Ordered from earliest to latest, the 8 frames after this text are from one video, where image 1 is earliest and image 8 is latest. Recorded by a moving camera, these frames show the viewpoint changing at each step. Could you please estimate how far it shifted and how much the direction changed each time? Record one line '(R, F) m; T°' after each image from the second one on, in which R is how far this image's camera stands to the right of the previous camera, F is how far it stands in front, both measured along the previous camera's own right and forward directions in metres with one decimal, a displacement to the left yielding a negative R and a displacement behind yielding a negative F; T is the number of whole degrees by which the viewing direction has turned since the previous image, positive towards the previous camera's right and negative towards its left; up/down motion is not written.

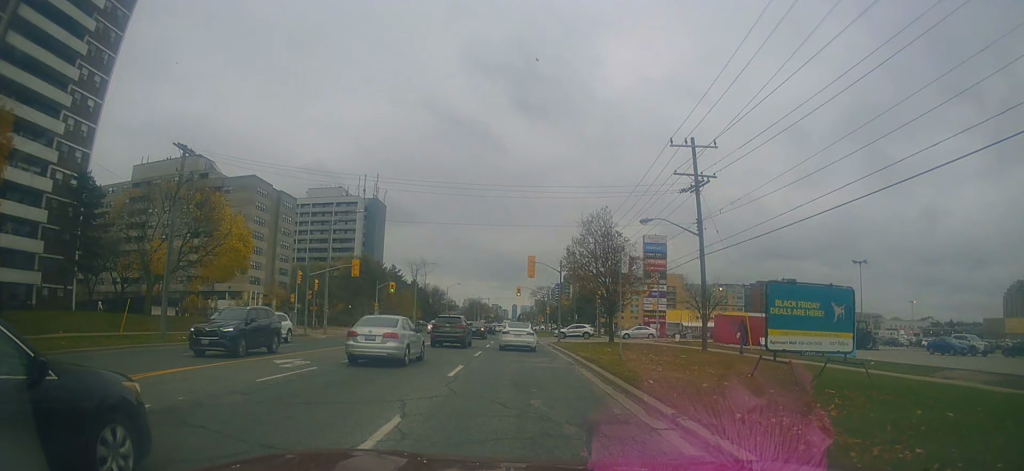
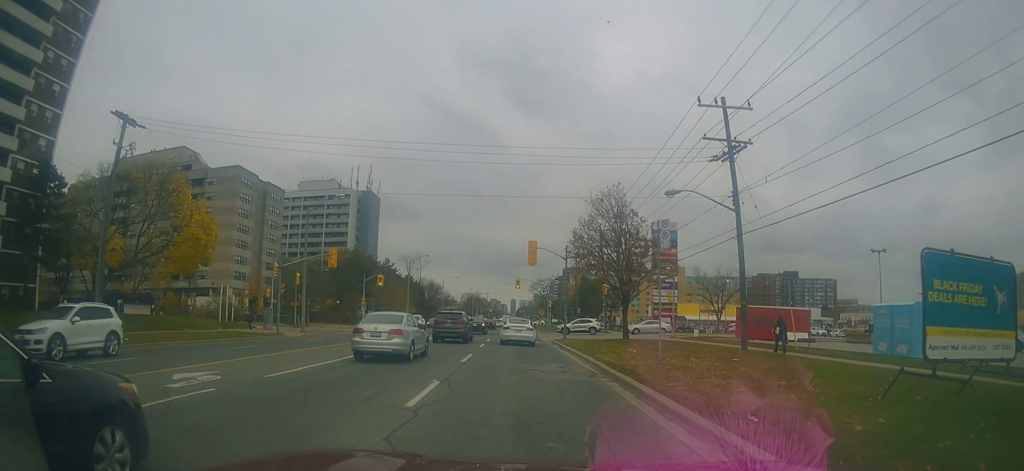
(+0.5, +5.3) m; +1°
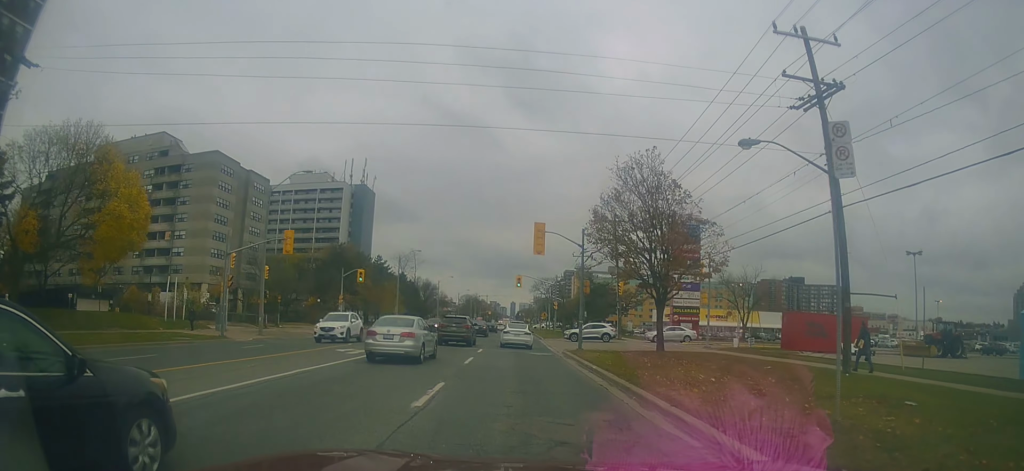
(-0.2, +8.2) m; -2°
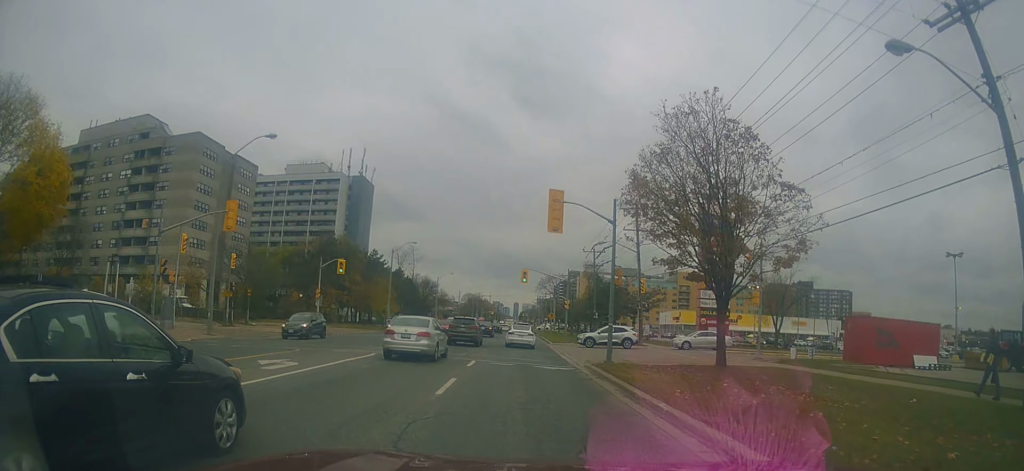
(0.0, +7.5) m; +1°
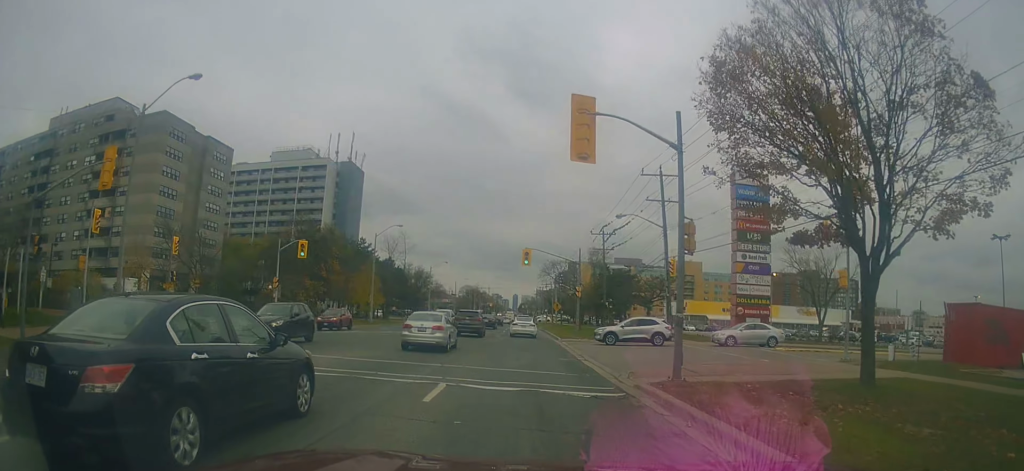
(+0.1, +8.7) m; +3°
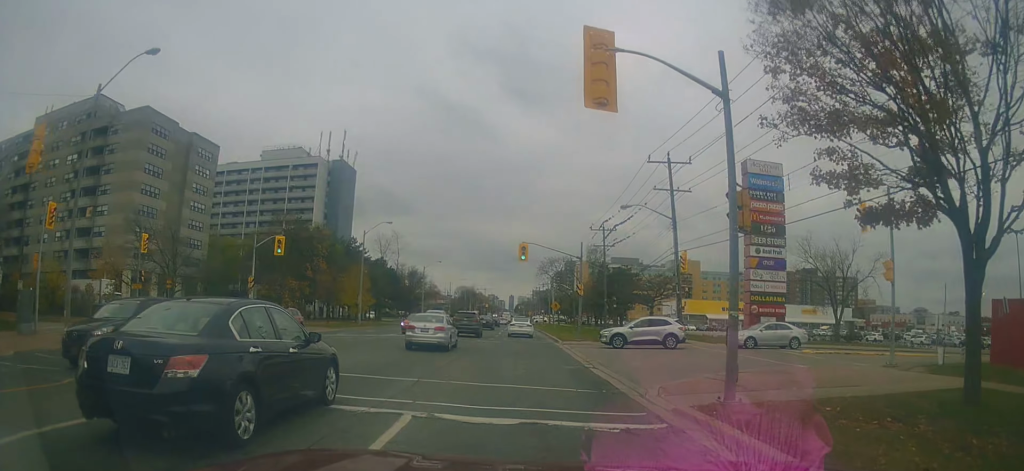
(+0.1, +3.5) m; +1°
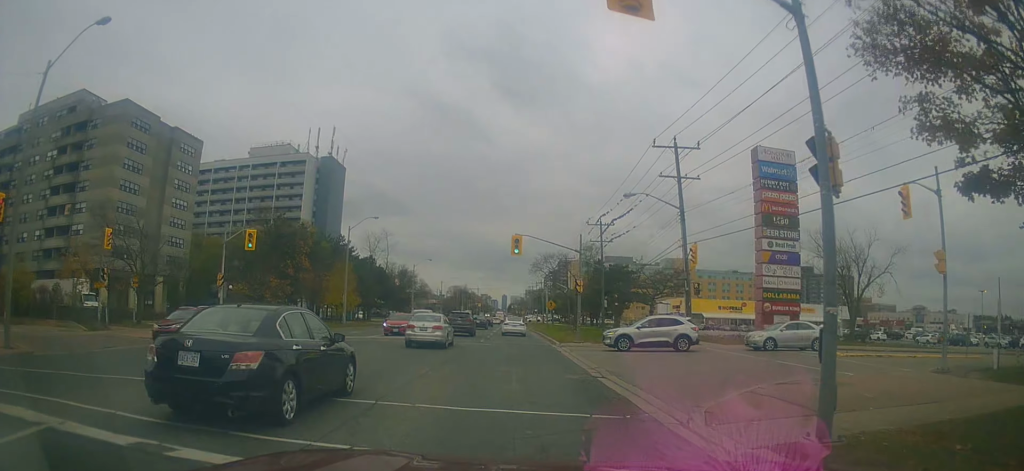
(+0.1, +3.5) m; +1°
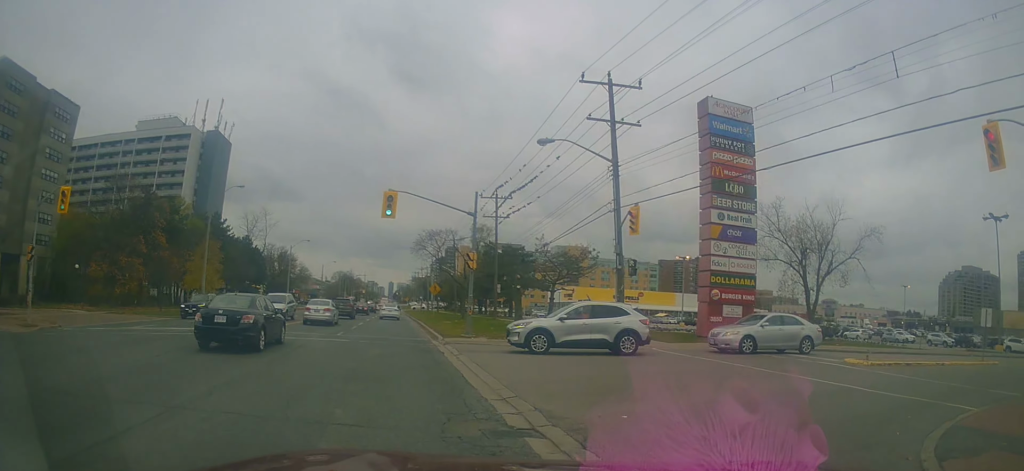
(+0.5, +9.7) m; +11°
